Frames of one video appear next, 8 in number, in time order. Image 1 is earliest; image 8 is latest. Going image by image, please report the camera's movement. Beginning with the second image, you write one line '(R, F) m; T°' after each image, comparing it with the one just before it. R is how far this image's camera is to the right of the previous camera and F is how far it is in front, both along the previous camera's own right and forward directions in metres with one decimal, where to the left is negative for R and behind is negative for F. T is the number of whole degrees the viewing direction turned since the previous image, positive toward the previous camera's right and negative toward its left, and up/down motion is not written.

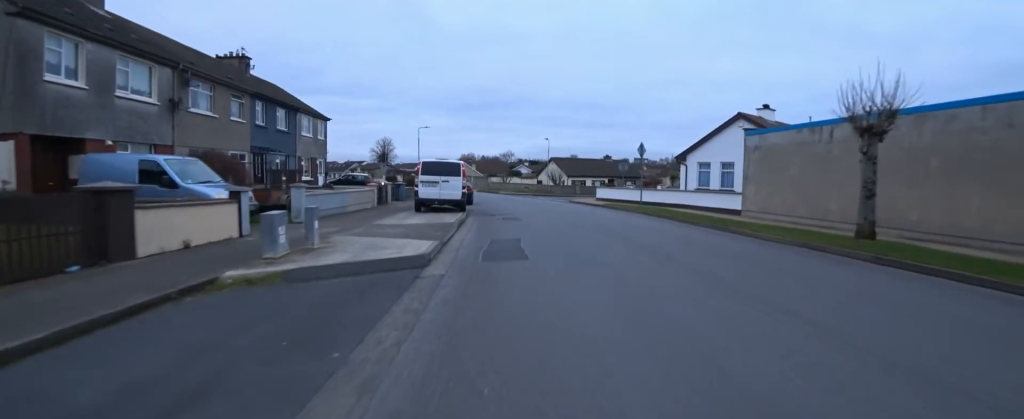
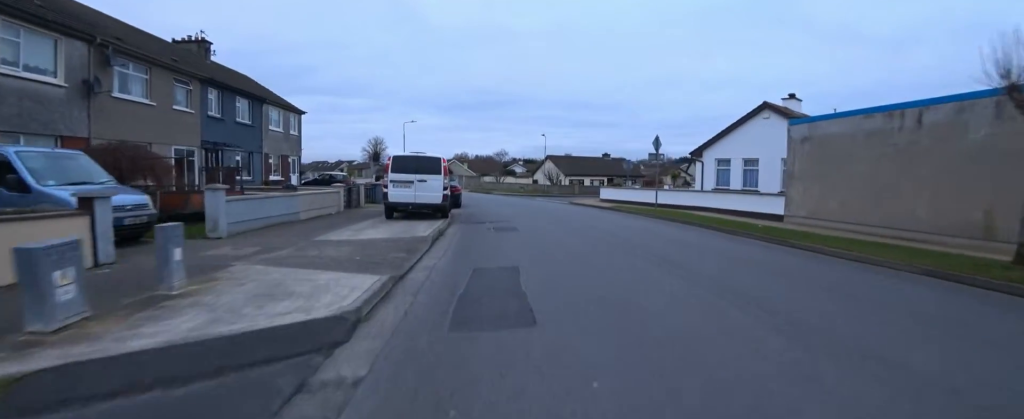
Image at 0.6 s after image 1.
(-0.7, +3.1) m; -3°
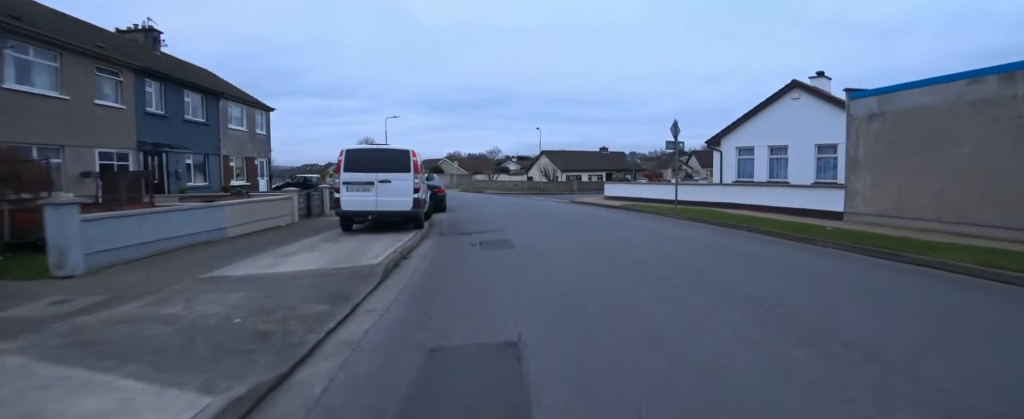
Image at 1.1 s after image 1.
(-0.5, +2.9) m; -2°
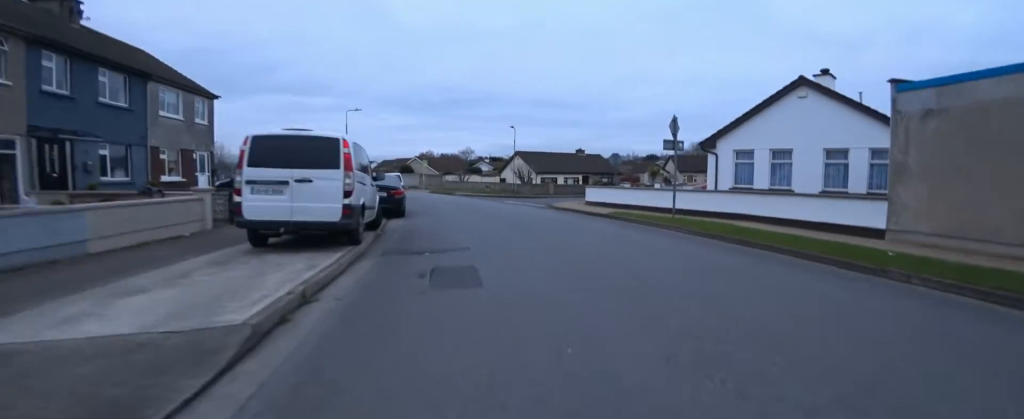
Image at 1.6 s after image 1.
(+0.4, +2.3) m; 0°
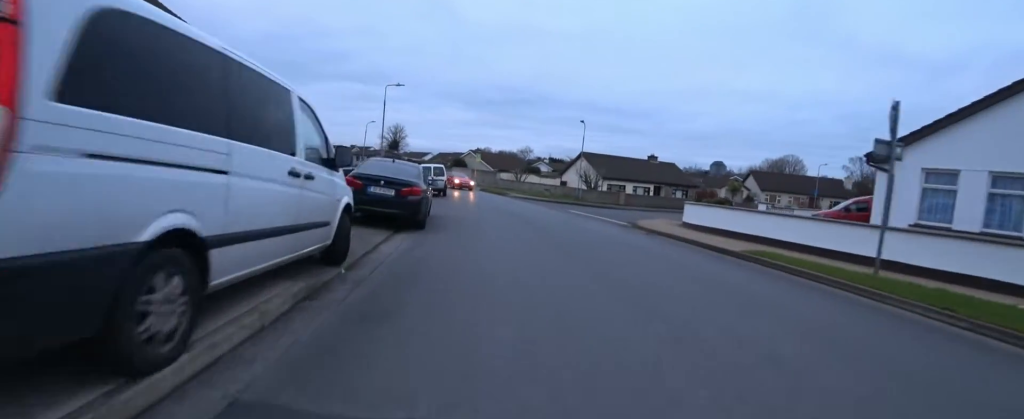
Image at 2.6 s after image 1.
(-0.1, +5.5) m; +3°
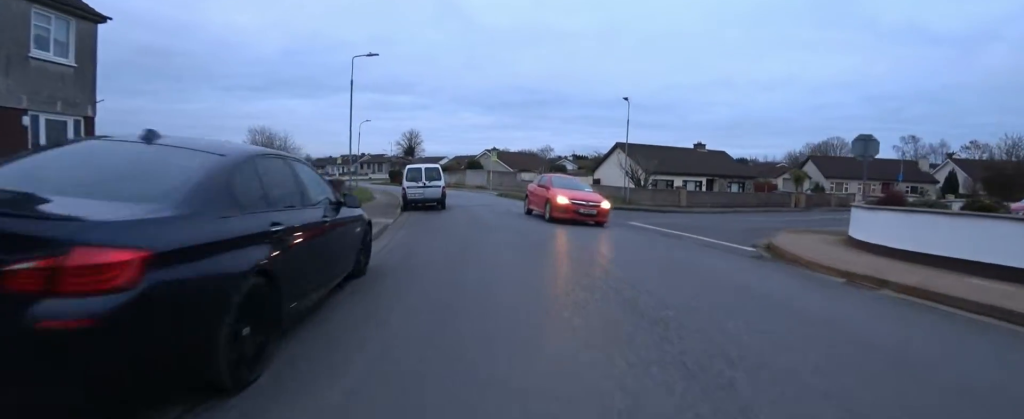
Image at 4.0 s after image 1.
(+0.9, +7.4) m; +2°
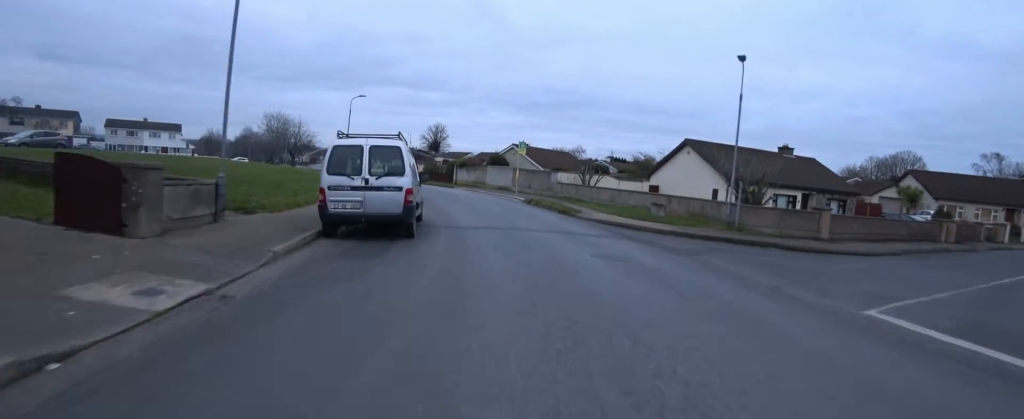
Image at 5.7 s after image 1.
(-1.6, +8.9) m; -7°
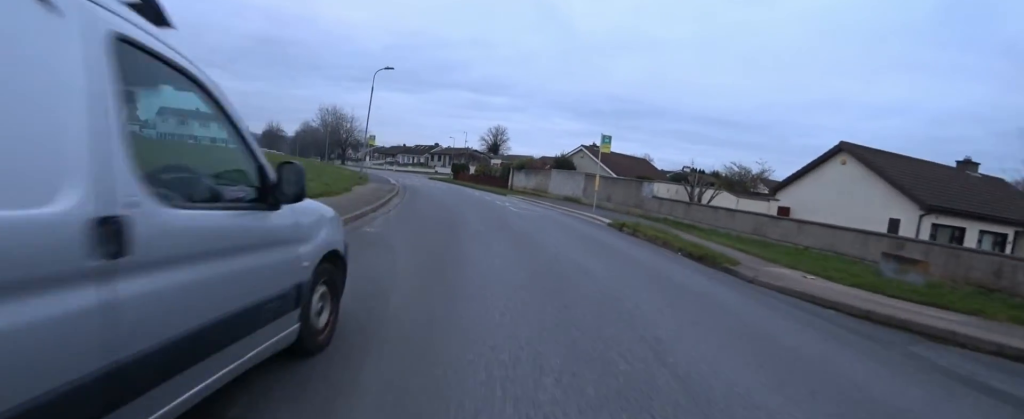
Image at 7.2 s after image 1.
(+0.2, +7.9) m; -8°
